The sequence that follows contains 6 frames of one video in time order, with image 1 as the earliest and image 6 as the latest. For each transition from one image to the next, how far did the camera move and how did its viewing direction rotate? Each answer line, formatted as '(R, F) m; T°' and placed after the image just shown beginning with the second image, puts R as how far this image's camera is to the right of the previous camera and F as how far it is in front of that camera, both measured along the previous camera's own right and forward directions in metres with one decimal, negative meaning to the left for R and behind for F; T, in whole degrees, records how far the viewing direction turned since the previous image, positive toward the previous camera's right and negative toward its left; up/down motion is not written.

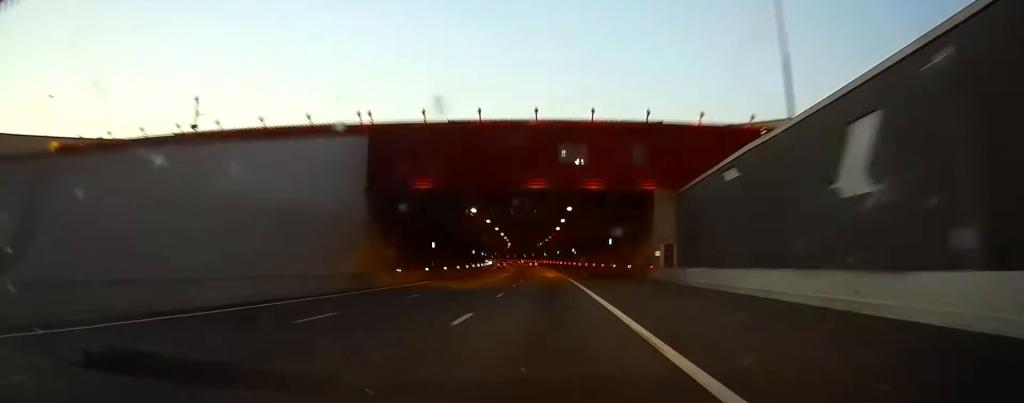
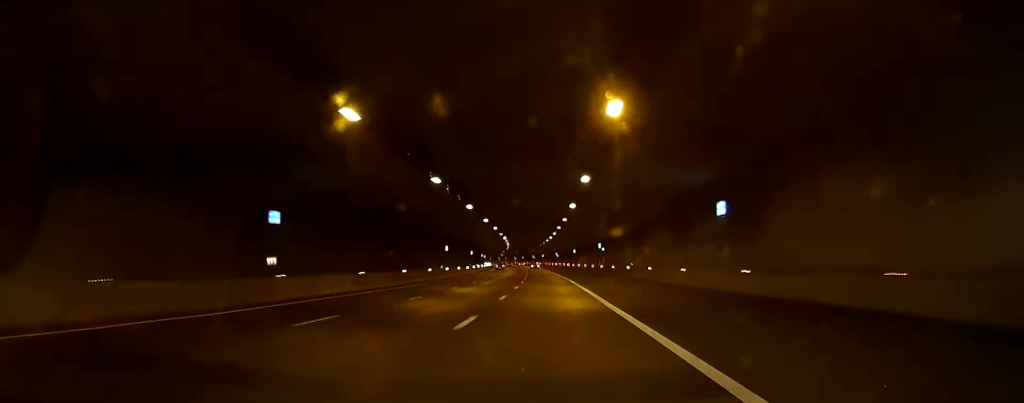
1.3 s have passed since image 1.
(-0.3, +49.7) m; -1°
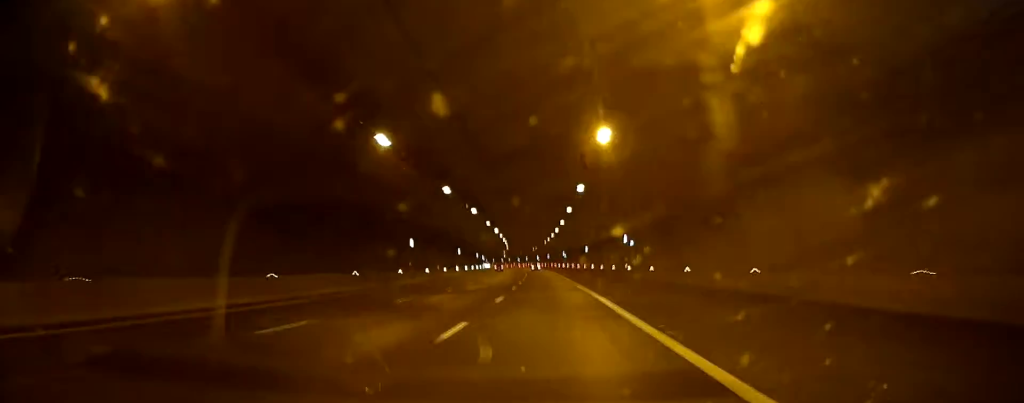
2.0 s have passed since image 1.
(0.0, +27.6) m; 0°
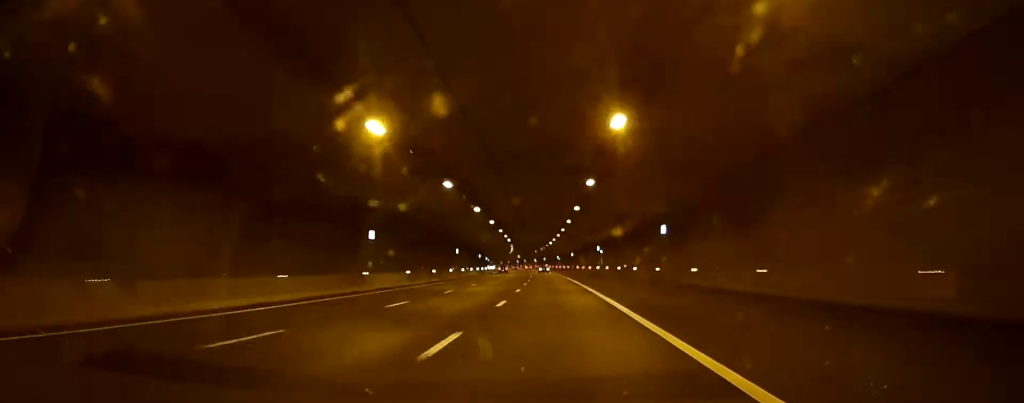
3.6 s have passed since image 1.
(-0.1, +61.8) m; 0°
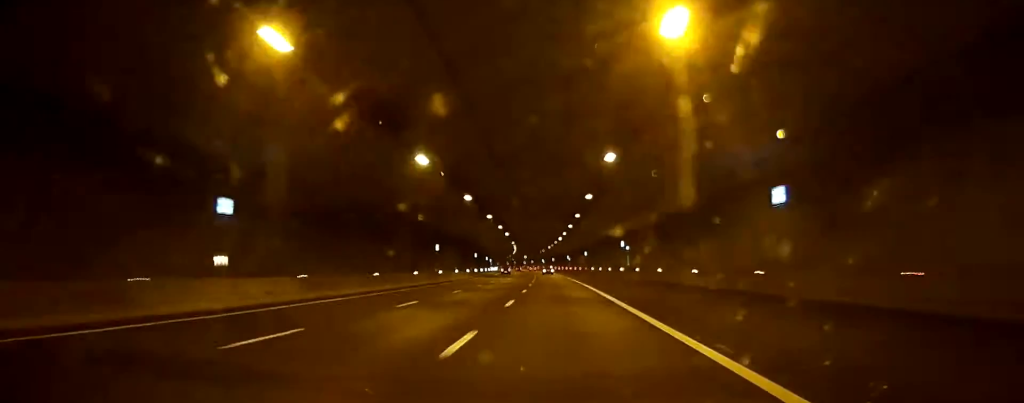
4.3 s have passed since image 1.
(0.0, +23.8) m; 0°
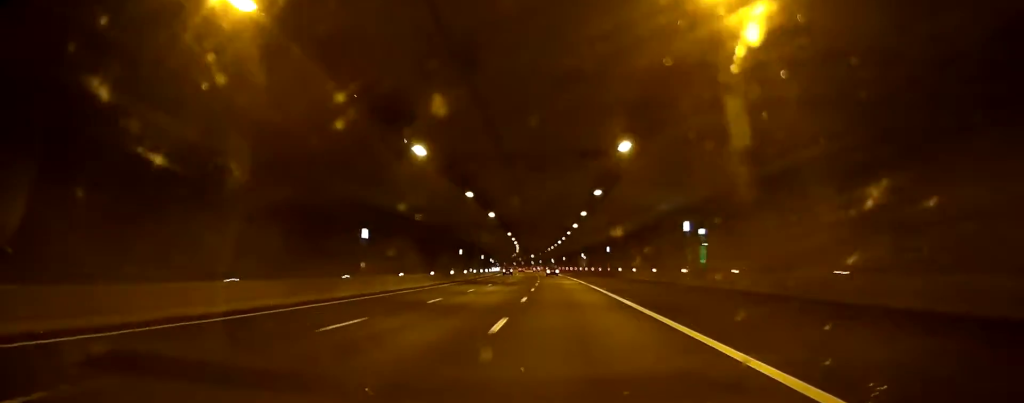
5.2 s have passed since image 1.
(0.0, +32.8) m; 0°
